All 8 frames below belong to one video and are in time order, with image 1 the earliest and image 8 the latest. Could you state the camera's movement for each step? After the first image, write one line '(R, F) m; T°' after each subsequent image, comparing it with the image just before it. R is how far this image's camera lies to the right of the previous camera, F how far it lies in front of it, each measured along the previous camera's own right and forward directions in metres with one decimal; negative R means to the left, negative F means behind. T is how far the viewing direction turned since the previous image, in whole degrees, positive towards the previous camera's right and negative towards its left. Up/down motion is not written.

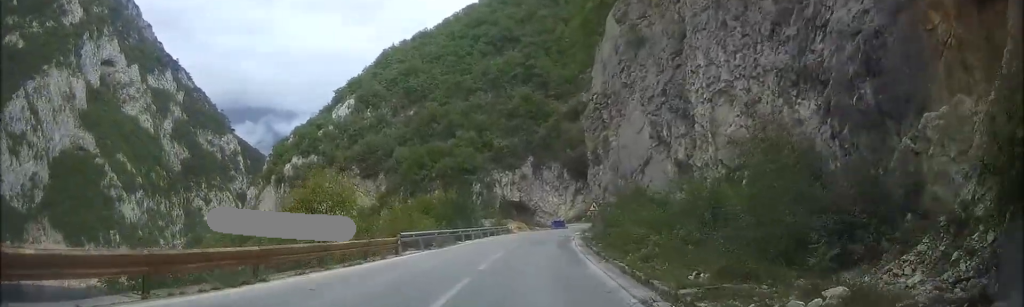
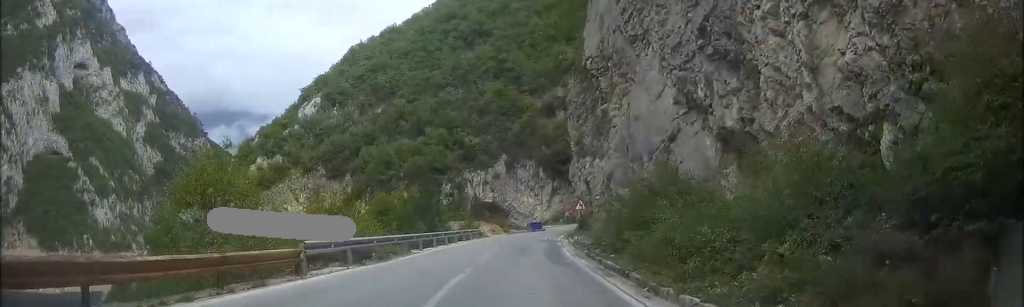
(+0.1, +9.1) m; +2°
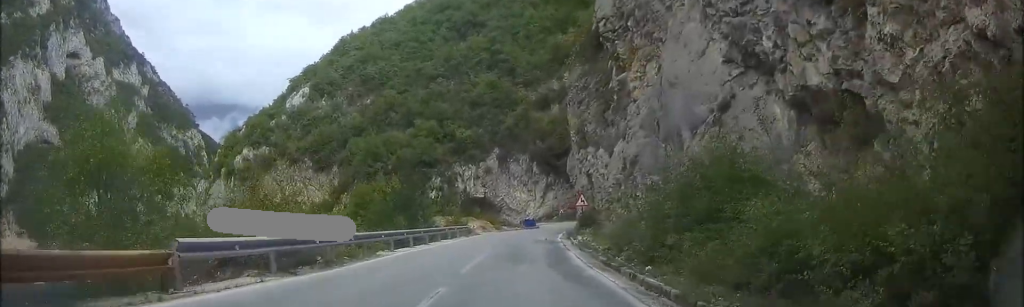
(+0.1, +6.1) m; 0°
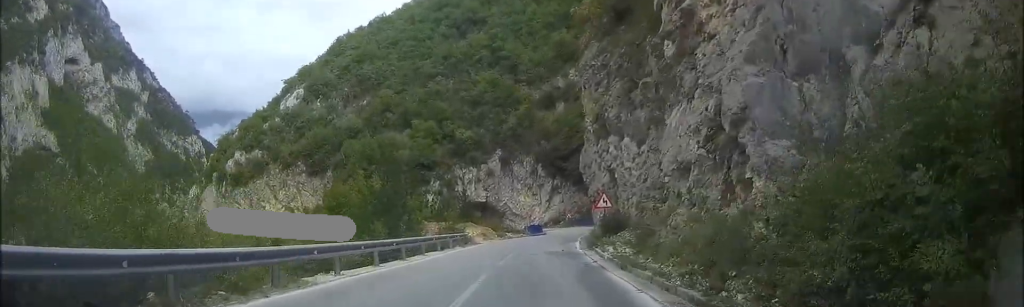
(+0.1, +8.9) m; +1°
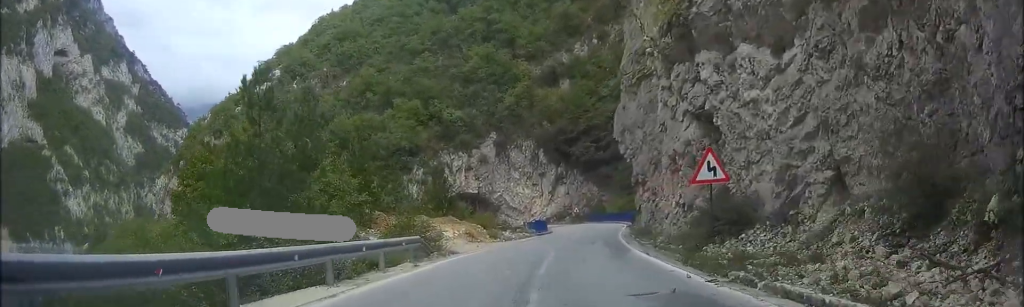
(+0.1, +20.5) m; +2°
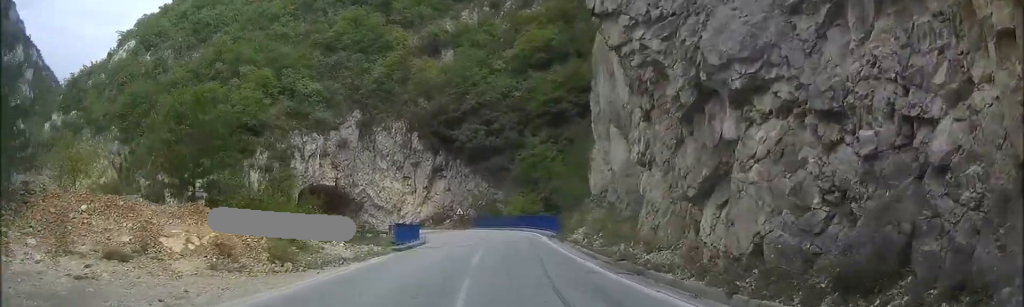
(+1.3, +25.6) m; +6°
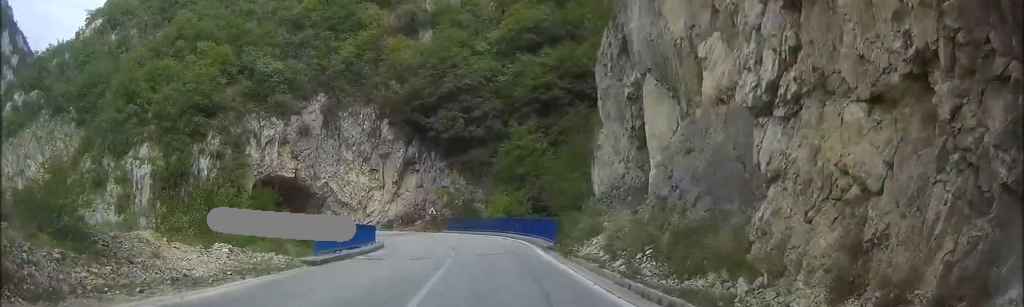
(+0.2, +11.1) m; +3°
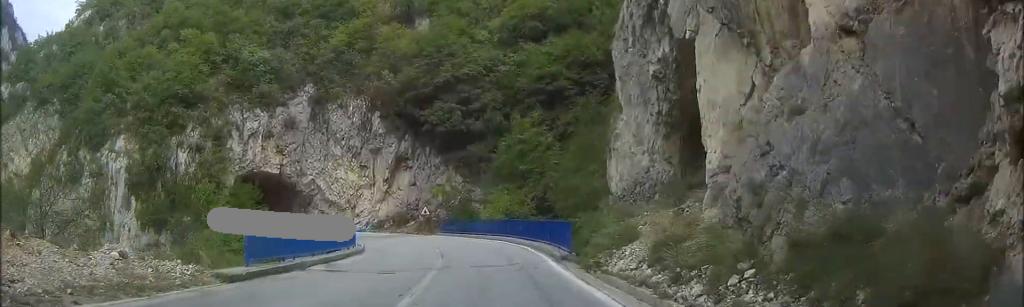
(+0.2, +5.9) m; +1°
